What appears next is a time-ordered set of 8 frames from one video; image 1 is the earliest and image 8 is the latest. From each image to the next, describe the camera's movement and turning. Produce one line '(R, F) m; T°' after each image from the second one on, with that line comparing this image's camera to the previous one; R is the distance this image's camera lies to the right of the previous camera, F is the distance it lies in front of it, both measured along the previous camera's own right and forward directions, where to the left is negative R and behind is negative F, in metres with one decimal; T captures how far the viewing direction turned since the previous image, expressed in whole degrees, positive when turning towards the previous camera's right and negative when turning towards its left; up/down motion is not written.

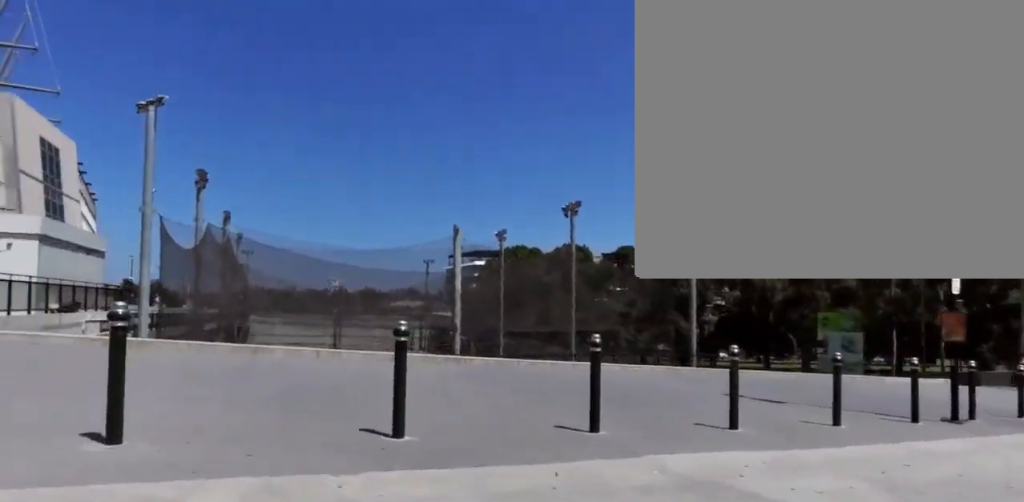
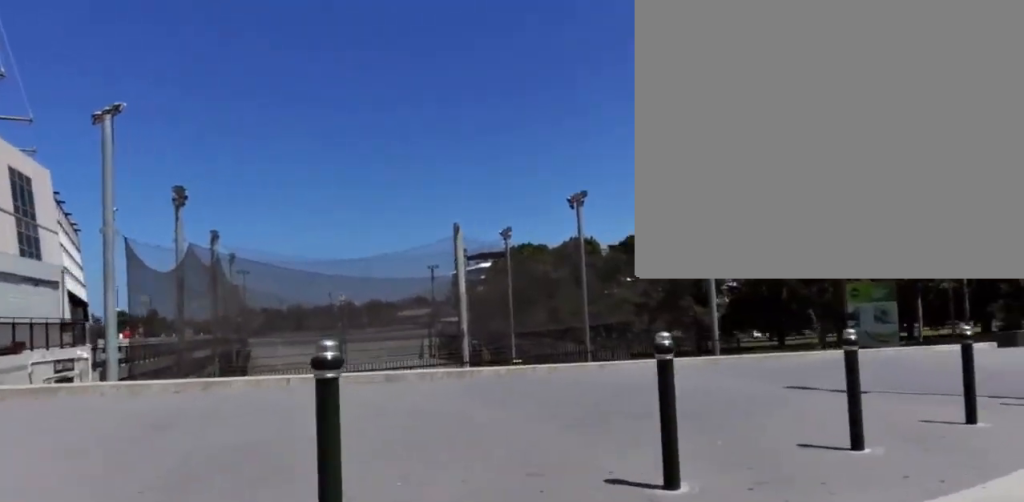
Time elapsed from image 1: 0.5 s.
(+0.1, +2.0) m; -2°
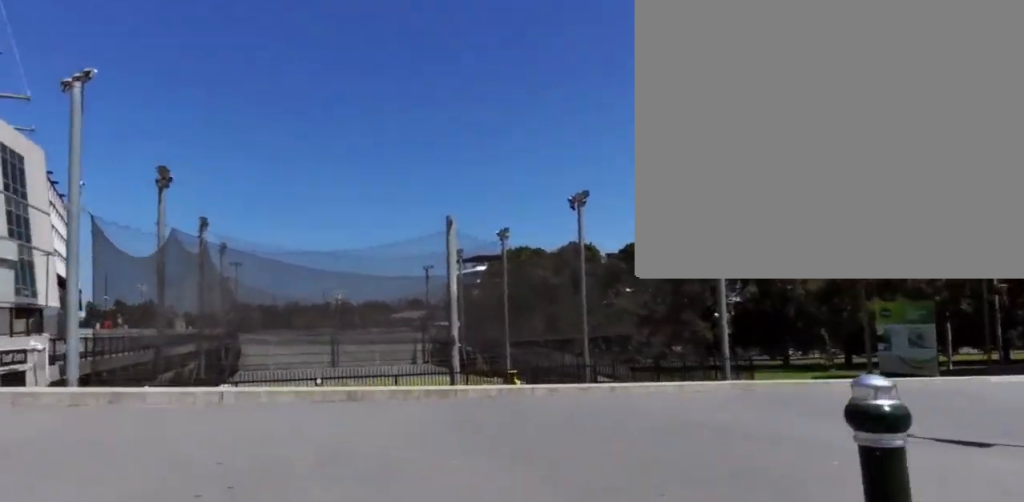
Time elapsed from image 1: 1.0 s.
(-0.2, +2.0) m; -5°
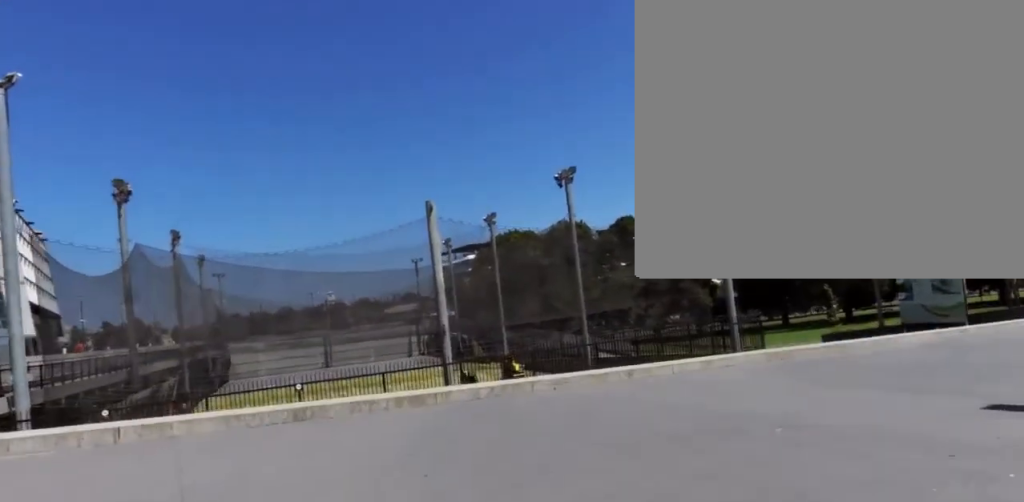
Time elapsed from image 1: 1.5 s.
(-0.1, +1.9) m; +2°
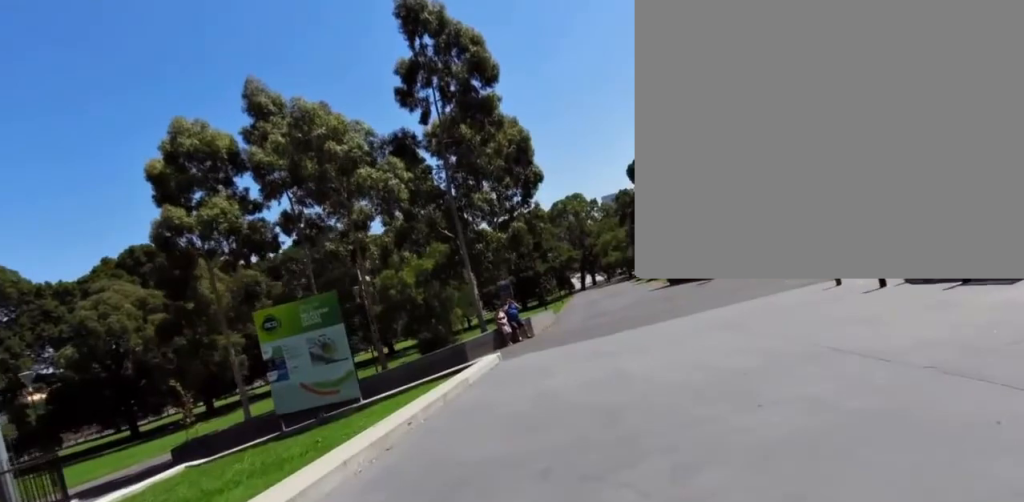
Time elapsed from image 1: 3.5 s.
(+4.7, +8.1) m; +59°
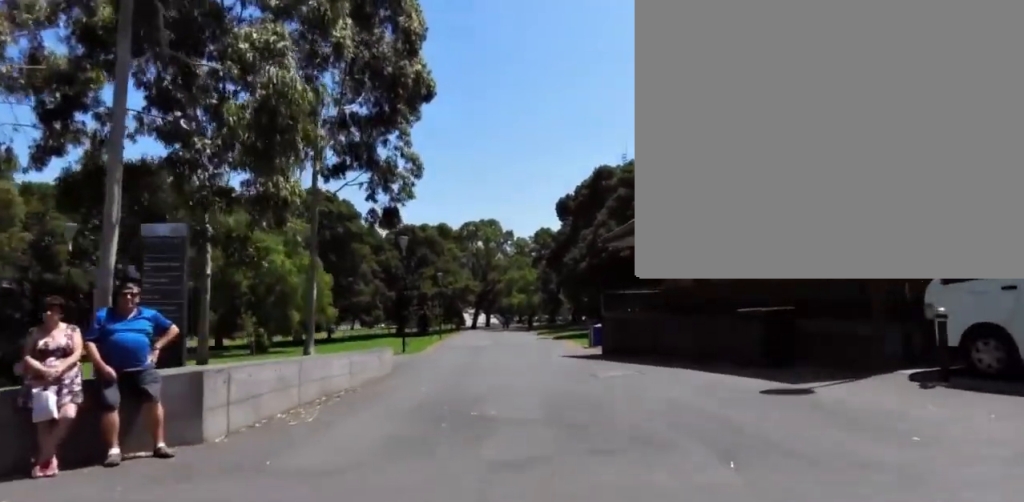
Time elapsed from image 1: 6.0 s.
(+0.6, +18.4) m; -6°
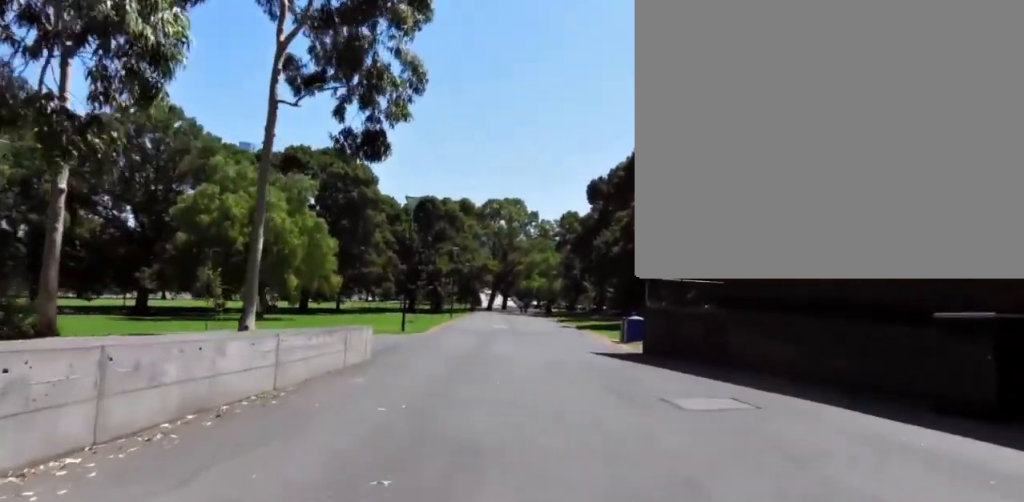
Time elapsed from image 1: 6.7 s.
(-0.2, +5.1) m; 0°
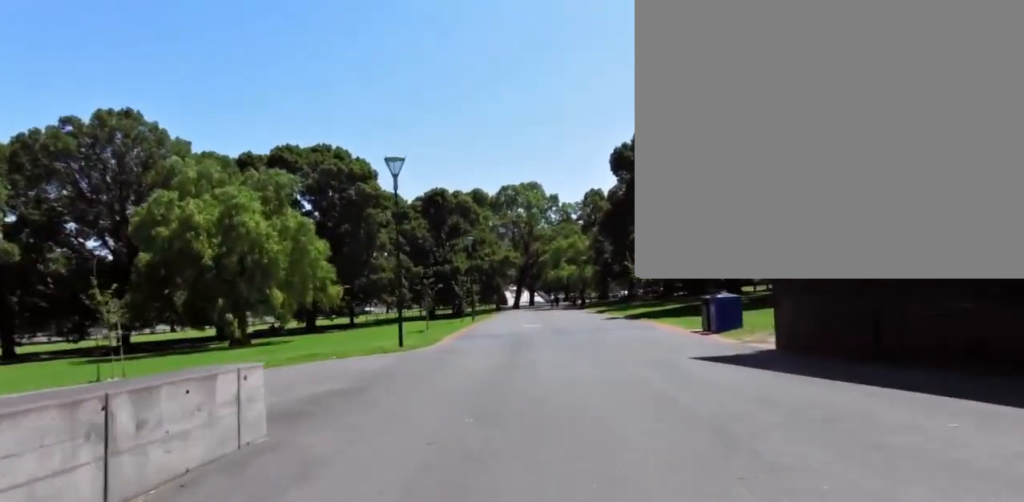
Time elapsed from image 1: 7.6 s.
(0.0, +7.7) m; +6°
